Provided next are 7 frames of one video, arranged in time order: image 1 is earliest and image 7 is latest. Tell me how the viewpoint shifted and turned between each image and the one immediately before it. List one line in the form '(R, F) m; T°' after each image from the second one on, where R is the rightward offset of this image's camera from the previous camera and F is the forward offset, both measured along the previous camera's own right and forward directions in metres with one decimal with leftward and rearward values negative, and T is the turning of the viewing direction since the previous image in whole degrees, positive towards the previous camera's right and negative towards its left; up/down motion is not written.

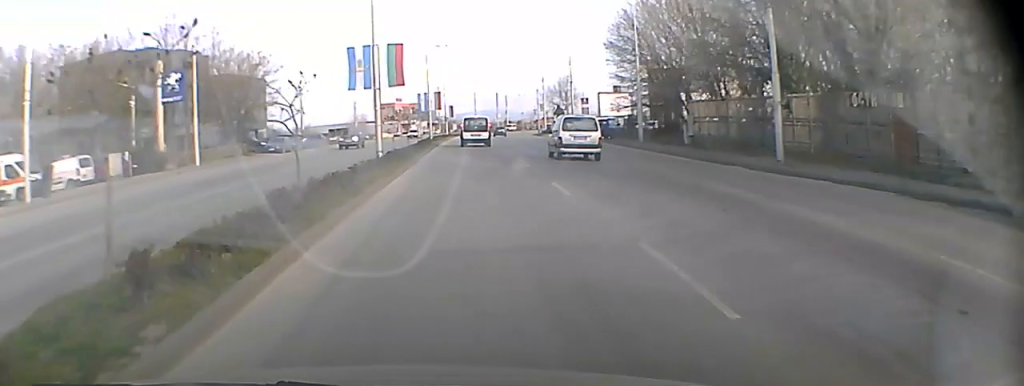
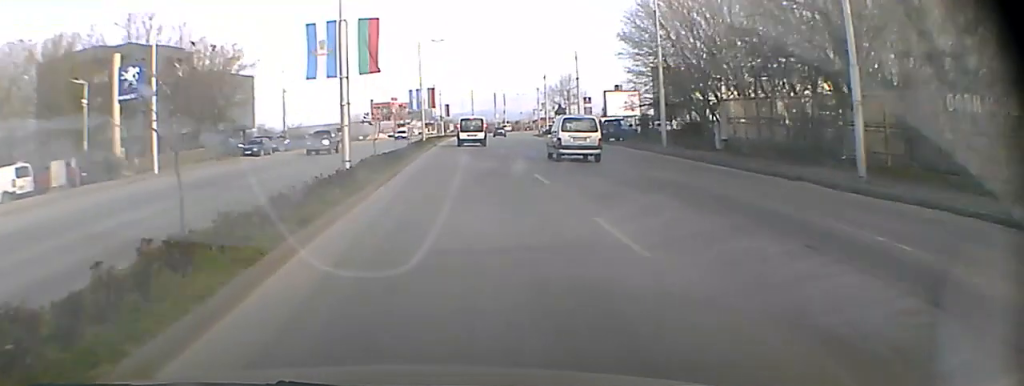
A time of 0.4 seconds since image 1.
(0.0, +5.9) m; 0°
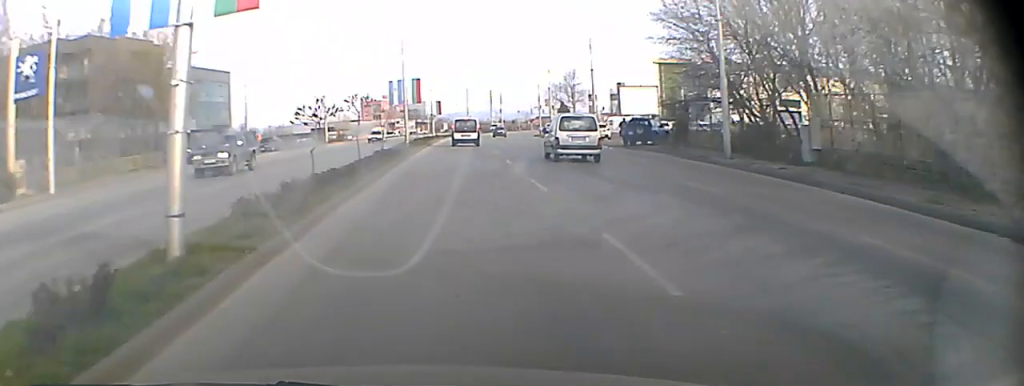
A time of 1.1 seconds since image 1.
(0.0, +10.4) m; 0°
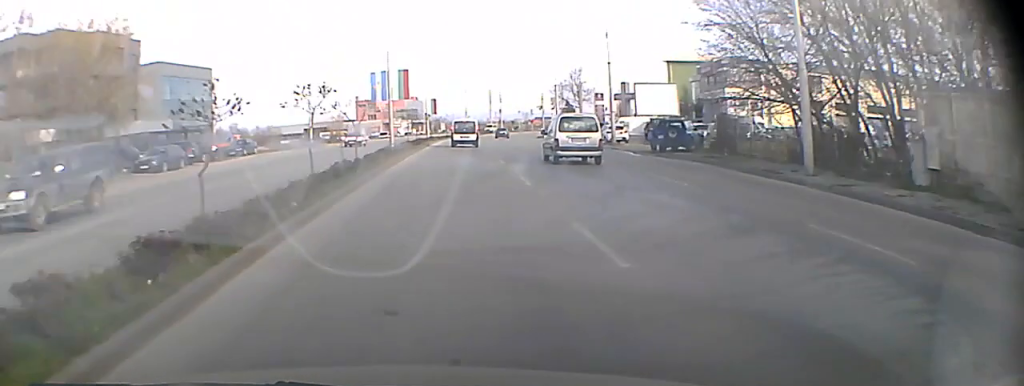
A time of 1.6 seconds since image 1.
(0.0, +7.6) m; 0°
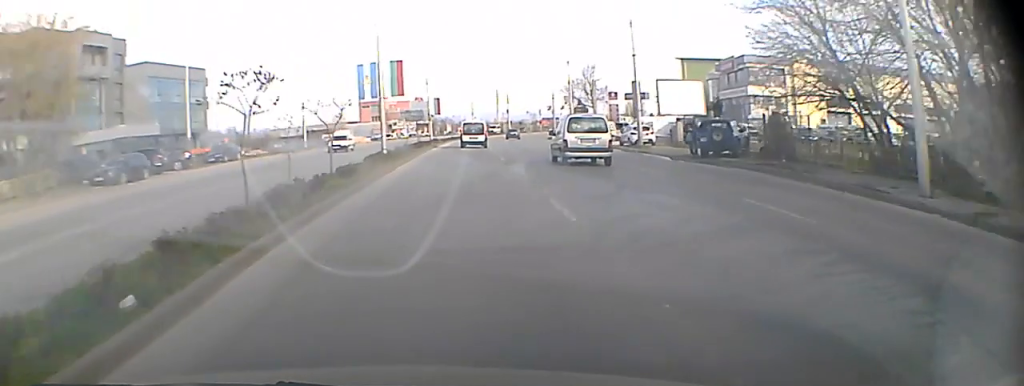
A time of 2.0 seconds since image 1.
(0.0, +6.1) m; 0°
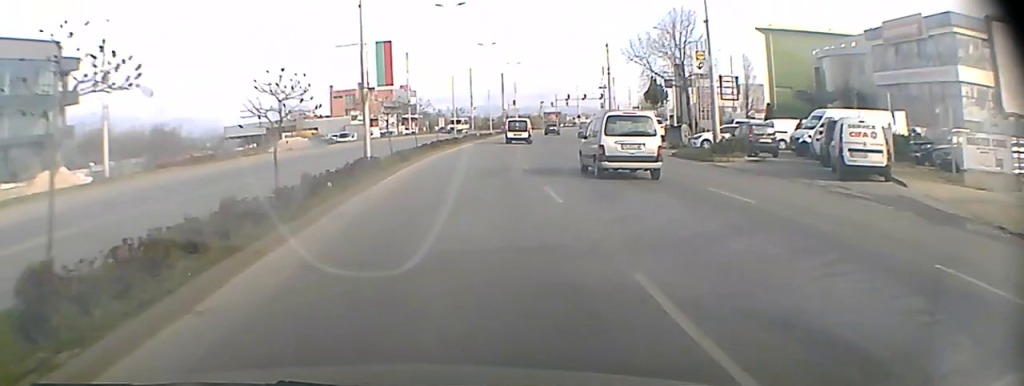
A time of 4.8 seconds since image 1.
(-0.1, +42.7) m; 0°
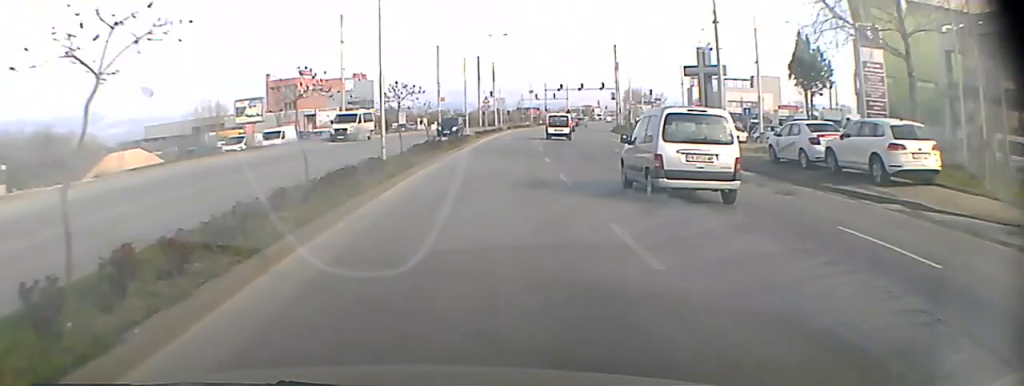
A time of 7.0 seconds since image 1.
(+0.3, +33.4) m; +2°
